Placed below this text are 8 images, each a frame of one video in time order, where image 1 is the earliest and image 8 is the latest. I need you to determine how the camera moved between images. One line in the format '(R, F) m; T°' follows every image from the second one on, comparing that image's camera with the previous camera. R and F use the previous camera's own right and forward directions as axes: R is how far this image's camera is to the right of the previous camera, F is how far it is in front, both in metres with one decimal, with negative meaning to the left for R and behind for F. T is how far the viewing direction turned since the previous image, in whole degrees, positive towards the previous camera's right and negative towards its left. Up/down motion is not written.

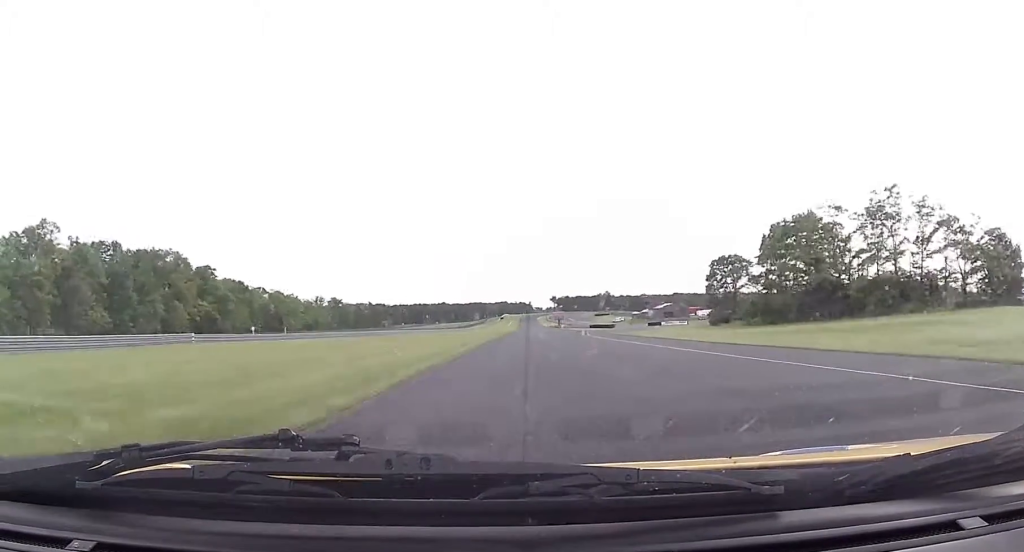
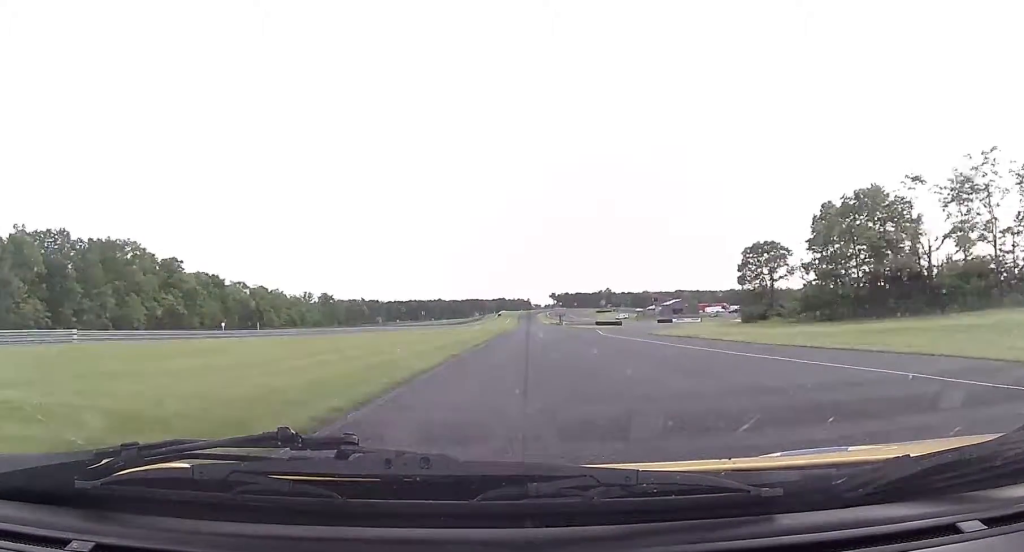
(+0.3, +19.2) m; +1°
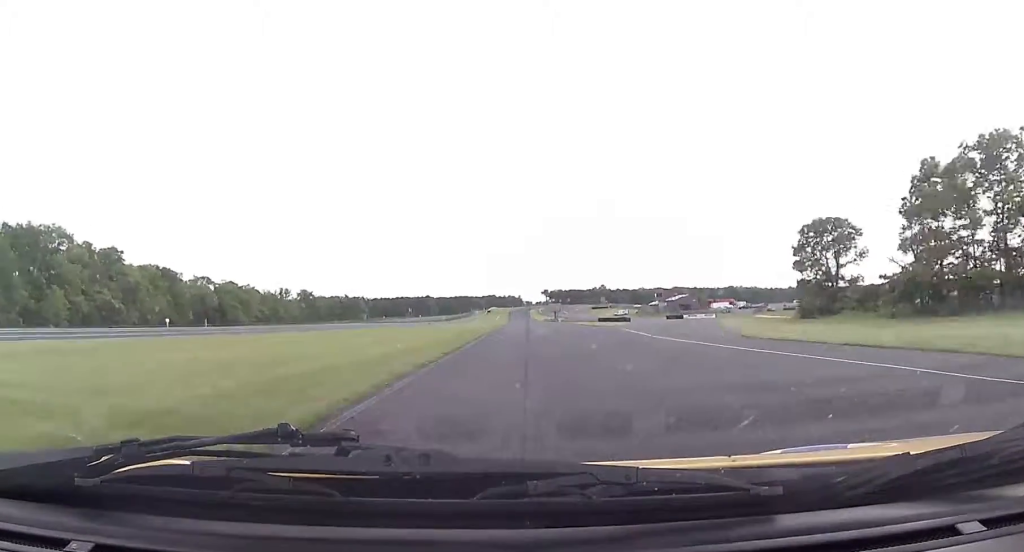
(+0.3, +25.2) m; +1°
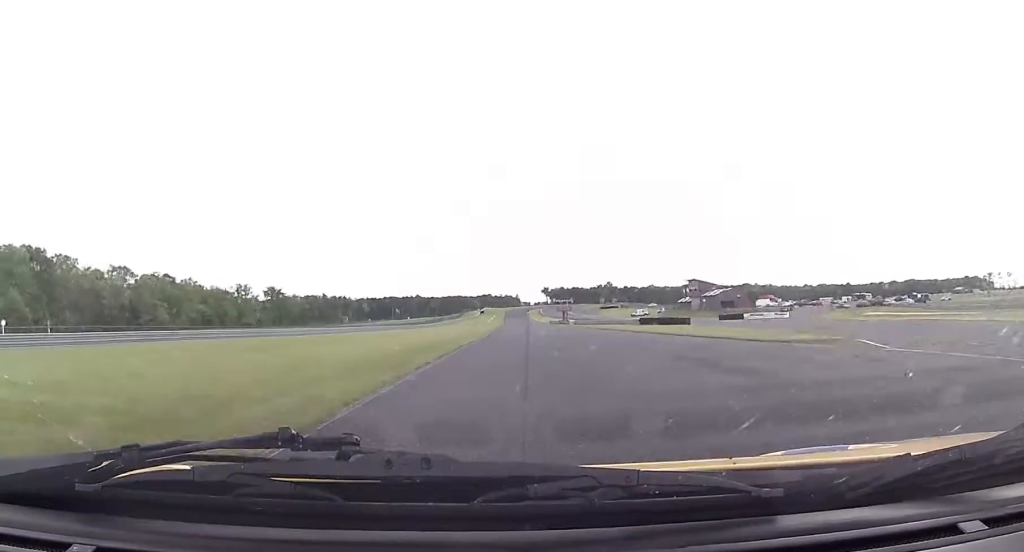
(+0.5, +53.7) m; +1°
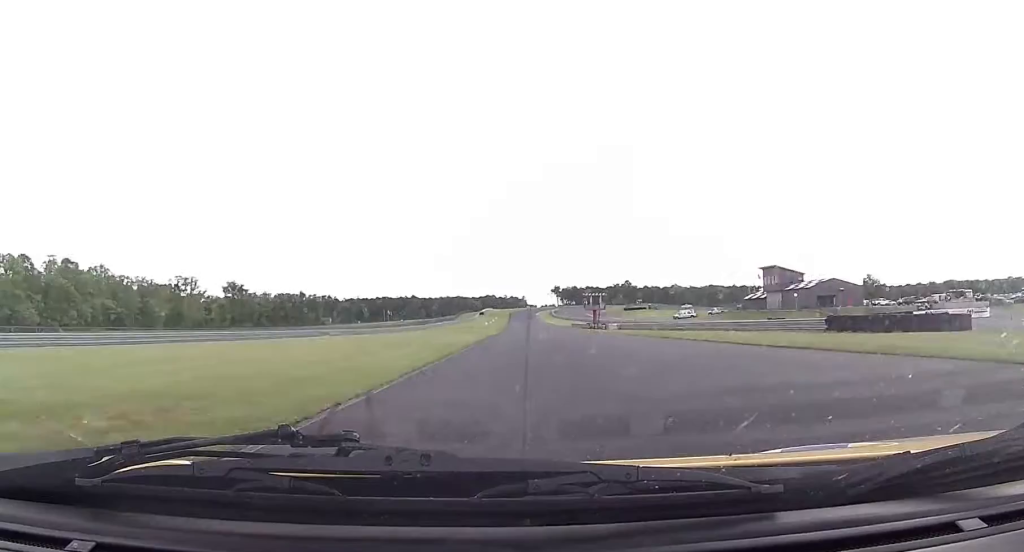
(+0.3, +61.5) m; 0°
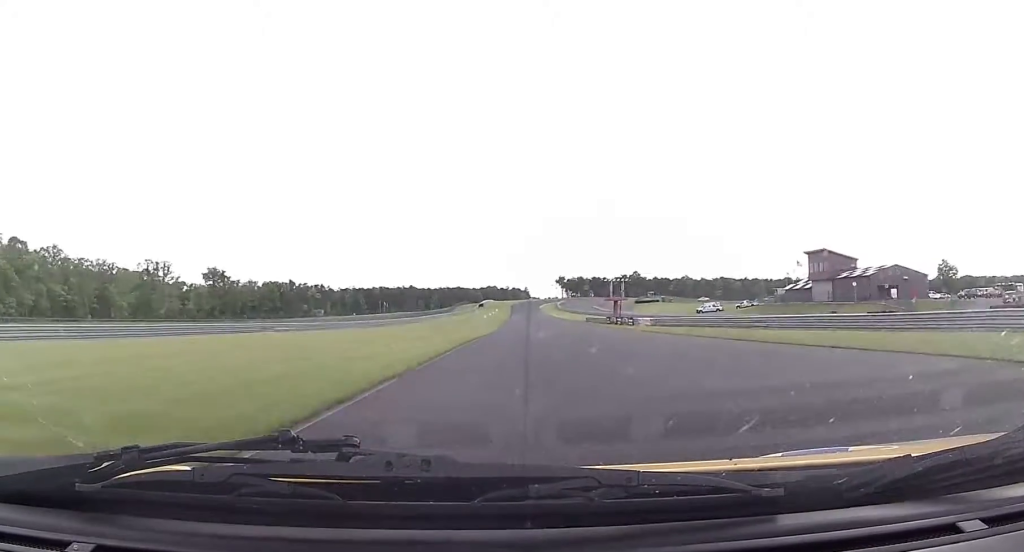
(-0.2, +24.0) m; 0°
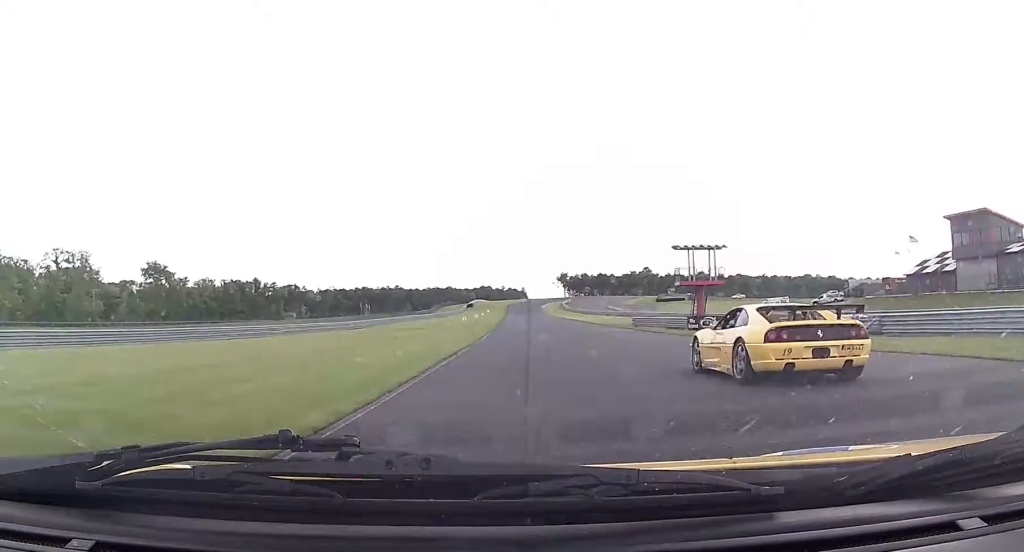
(+0.3, +49.0) m; 0°
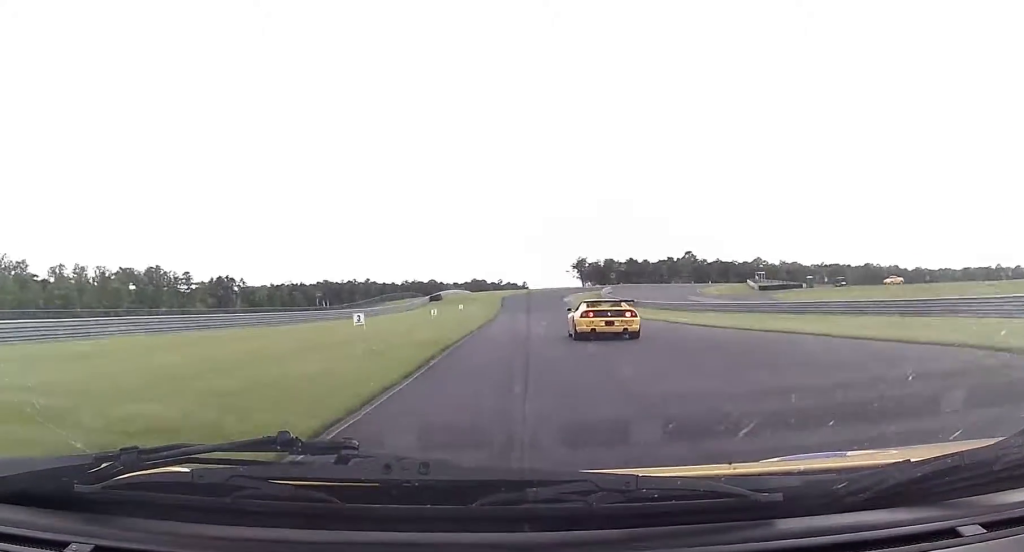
(-0.9, +99.3) m; -1°
